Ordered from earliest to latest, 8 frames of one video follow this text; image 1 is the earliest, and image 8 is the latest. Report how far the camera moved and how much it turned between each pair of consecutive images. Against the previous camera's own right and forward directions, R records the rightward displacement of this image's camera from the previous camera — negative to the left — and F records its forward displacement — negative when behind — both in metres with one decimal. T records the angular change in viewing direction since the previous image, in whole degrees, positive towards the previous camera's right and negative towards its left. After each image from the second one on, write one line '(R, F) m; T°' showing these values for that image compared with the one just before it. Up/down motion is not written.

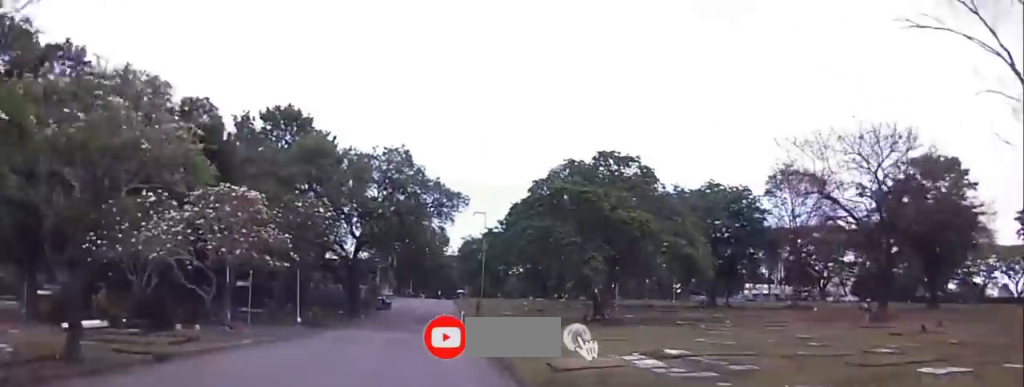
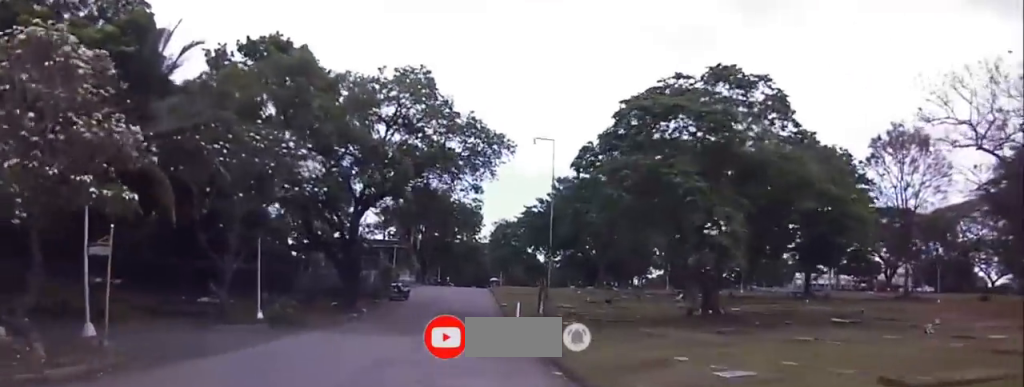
(+0.1, +13.9) m; -1°
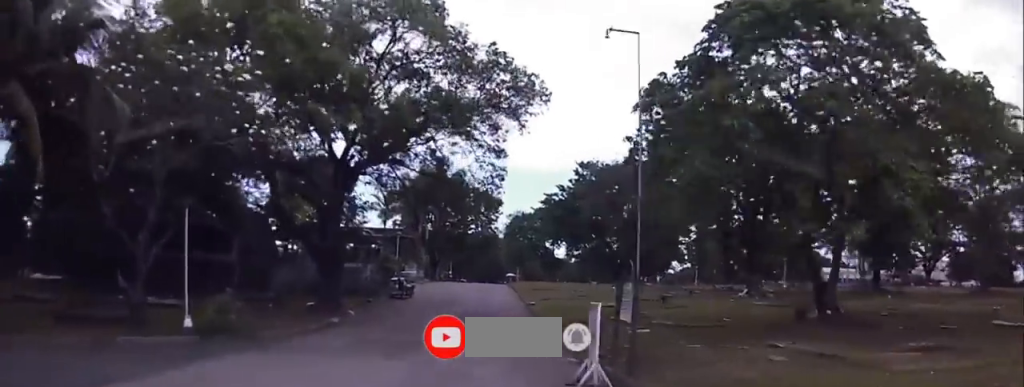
(-0.2, +9.9) m; -12°
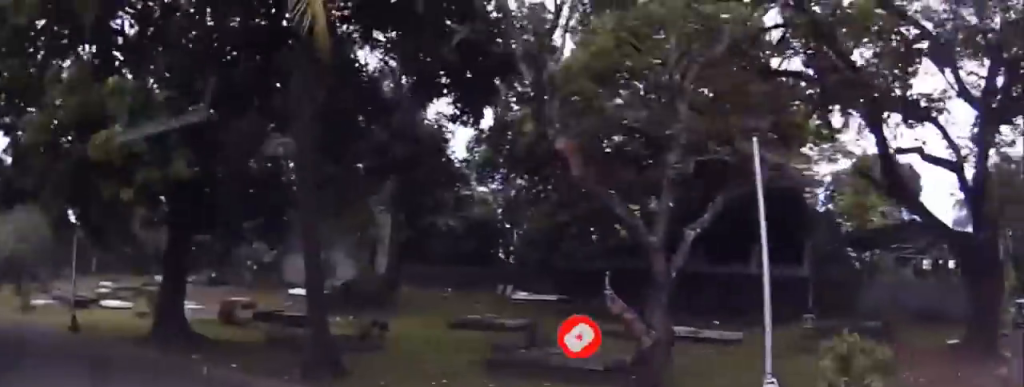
(-3.8, +11.8) m; -46°
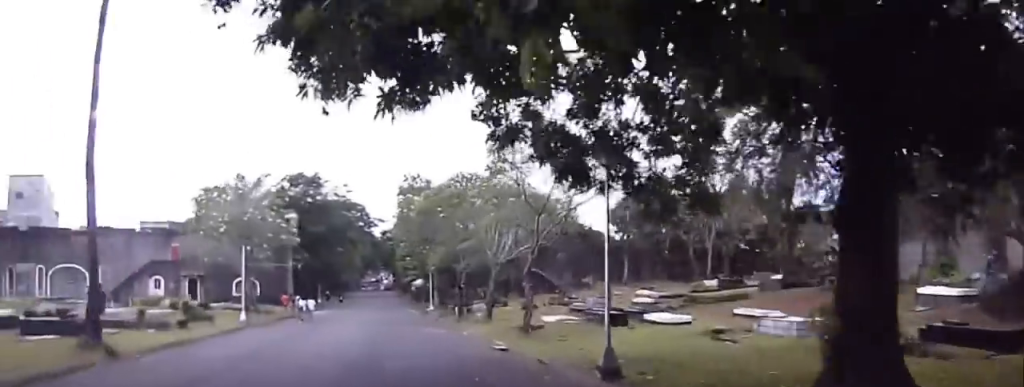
(-3.9, +10.1) m; -30°
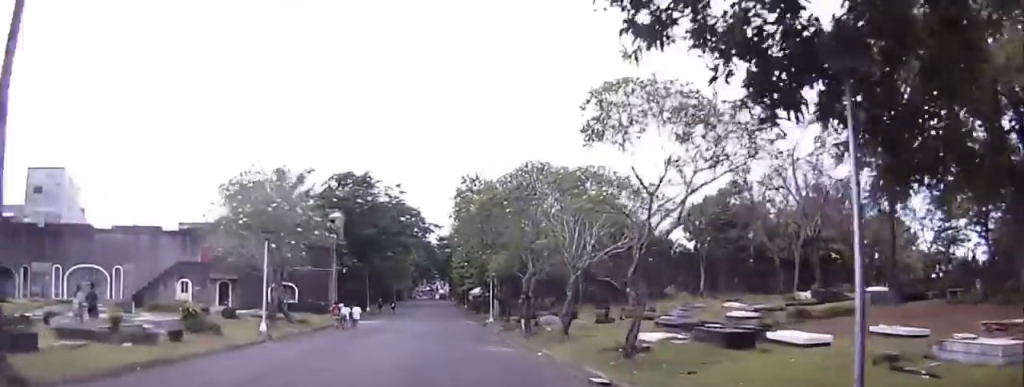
(-0.4, +5.4) m; -8°
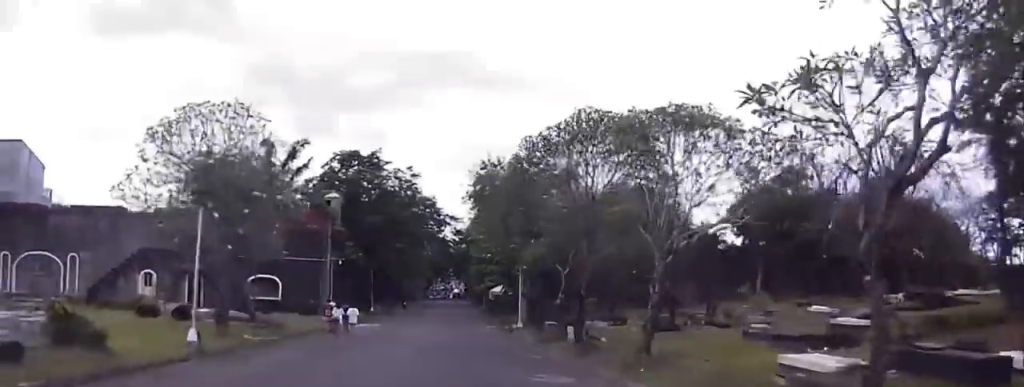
(-0.6, +8.1) m; -2°
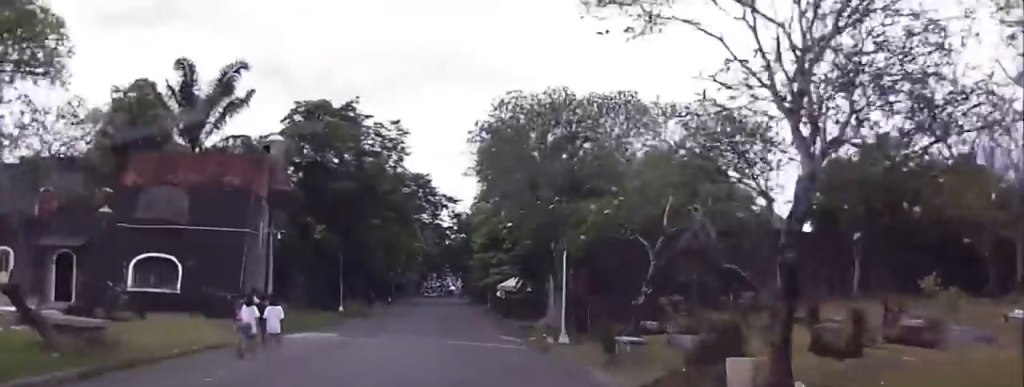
(-0.3, +13.4) m; -1°
